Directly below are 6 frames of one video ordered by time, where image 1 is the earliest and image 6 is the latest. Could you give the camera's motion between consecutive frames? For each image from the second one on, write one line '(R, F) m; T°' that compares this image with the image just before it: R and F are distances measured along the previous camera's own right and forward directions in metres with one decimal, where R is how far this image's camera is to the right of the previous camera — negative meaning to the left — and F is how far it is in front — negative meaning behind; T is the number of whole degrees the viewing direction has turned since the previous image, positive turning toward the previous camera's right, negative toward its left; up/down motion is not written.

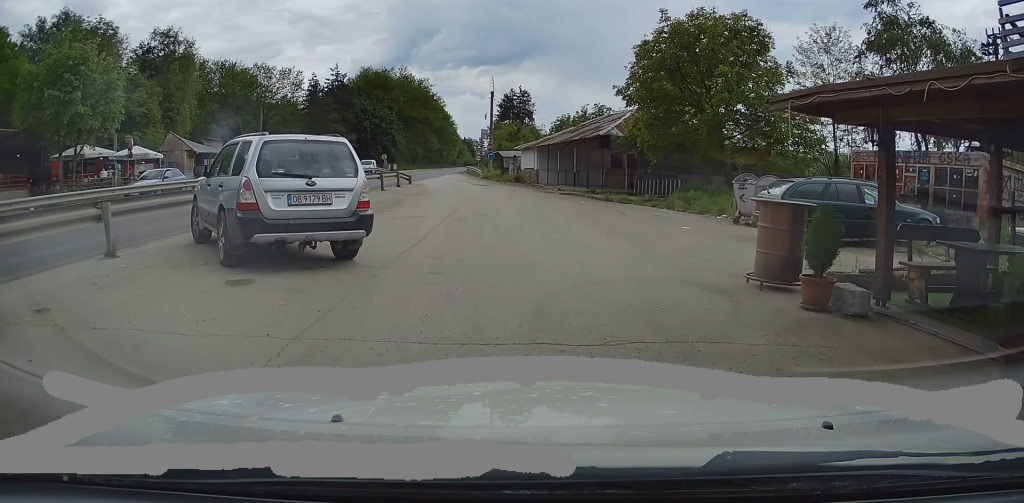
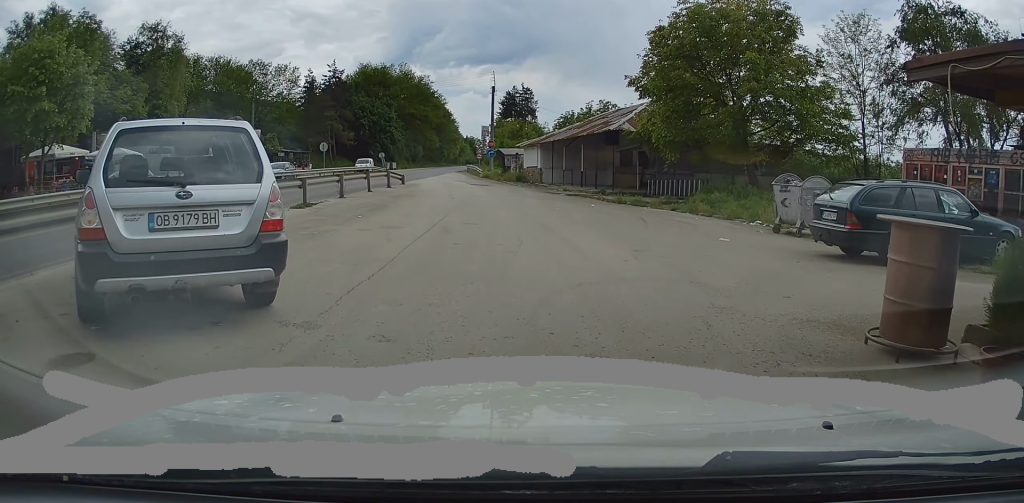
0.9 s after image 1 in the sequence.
(+0.1, +3.1) m; +1°
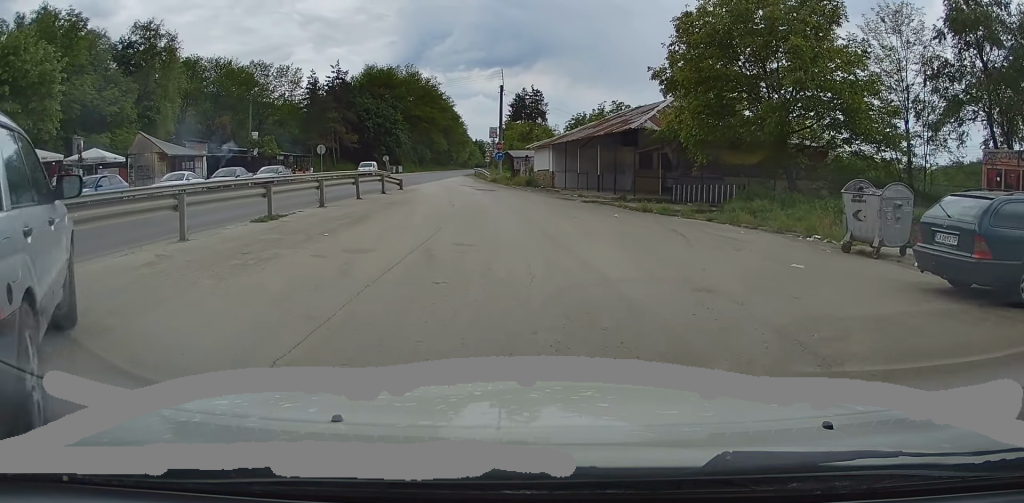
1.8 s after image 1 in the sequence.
(-0.1, +3.4) m; -4°
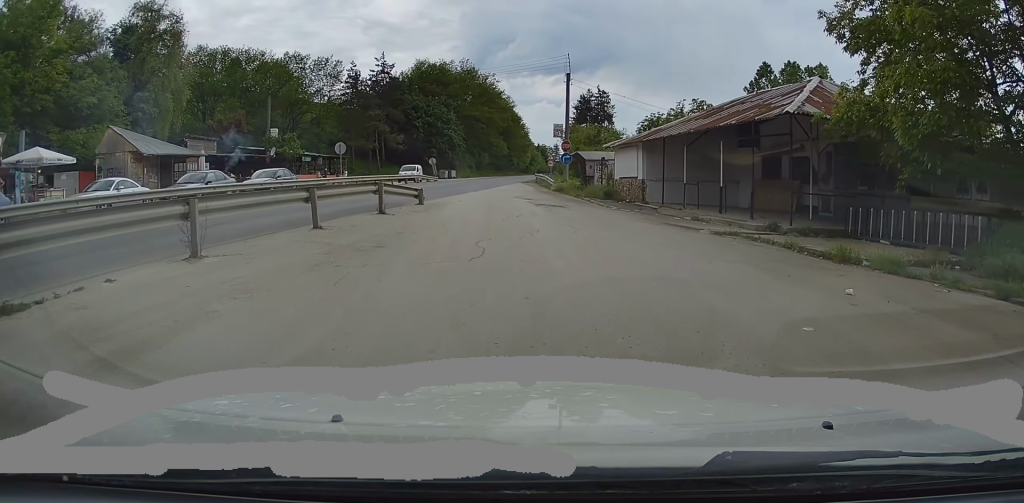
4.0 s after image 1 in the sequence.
(-1.1, +10.1) m; -10°
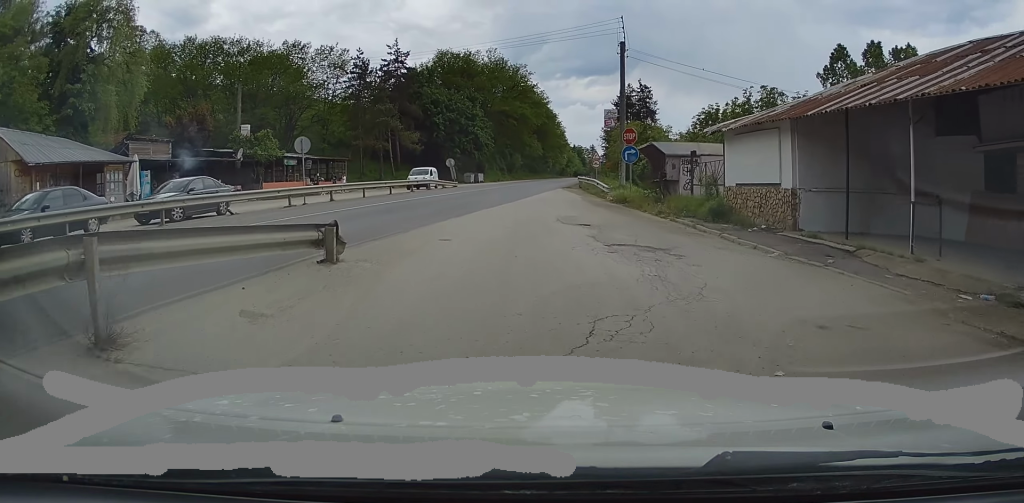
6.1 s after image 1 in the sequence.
(0.0, +12.1) m; +3°
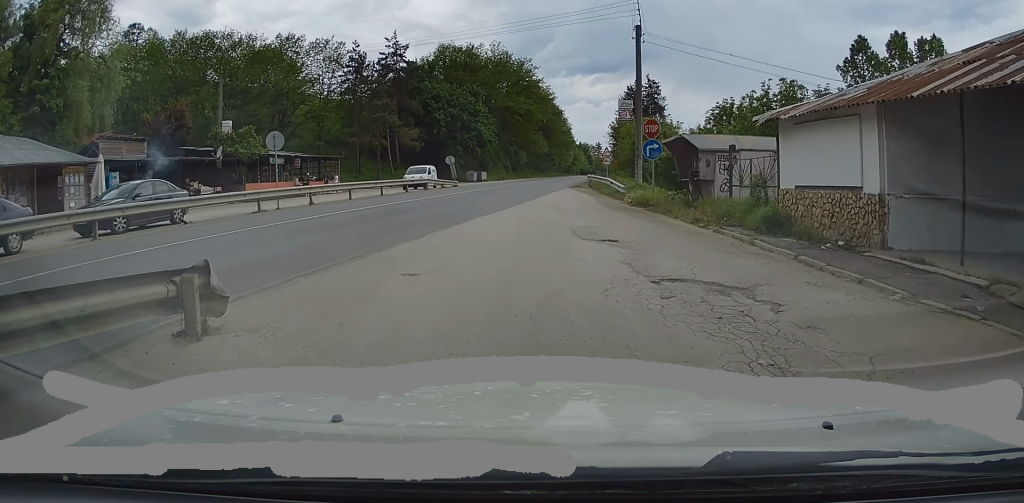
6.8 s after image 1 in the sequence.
(0.0, +3.7) m; -1°
